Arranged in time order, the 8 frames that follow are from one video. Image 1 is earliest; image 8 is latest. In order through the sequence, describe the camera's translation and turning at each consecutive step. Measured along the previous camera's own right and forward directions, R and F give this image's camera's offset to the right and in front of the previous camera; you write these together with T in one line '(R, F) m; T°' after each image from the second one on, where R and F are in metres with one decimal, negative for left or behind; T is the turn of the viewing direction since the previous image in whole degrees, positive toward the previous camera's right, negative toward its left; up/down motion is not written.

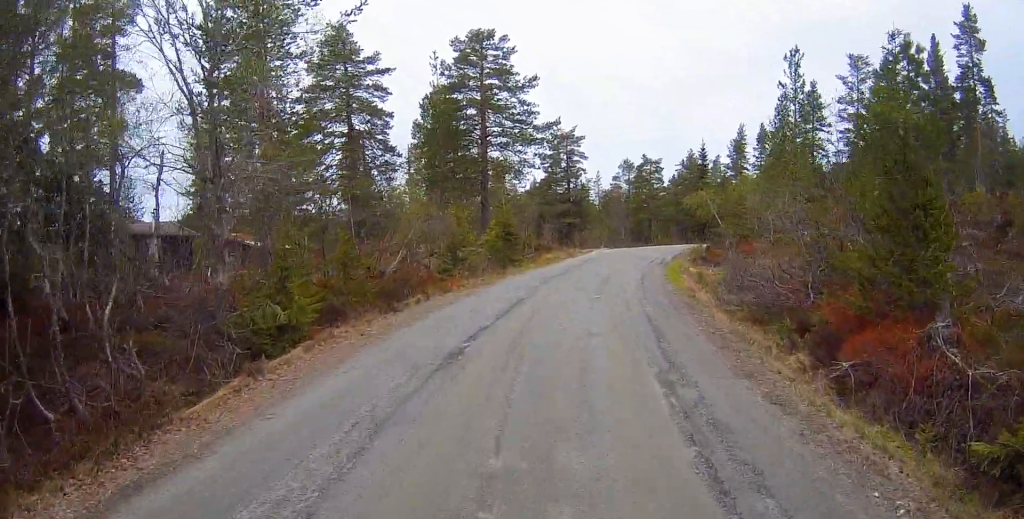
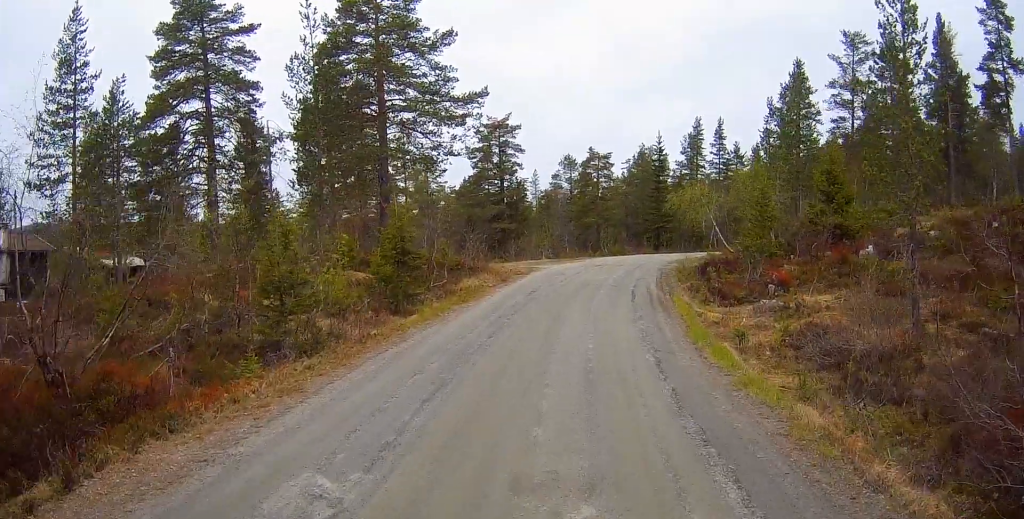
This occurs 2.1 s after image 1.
(+0.4, +10.5) m; +3°
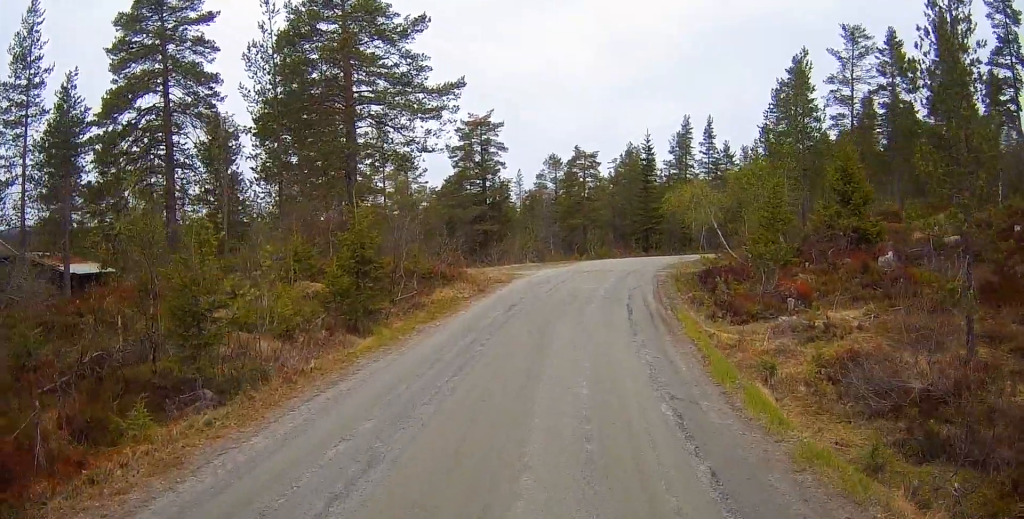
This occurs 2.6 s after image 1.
(-0.1, +2.3) m; 0°
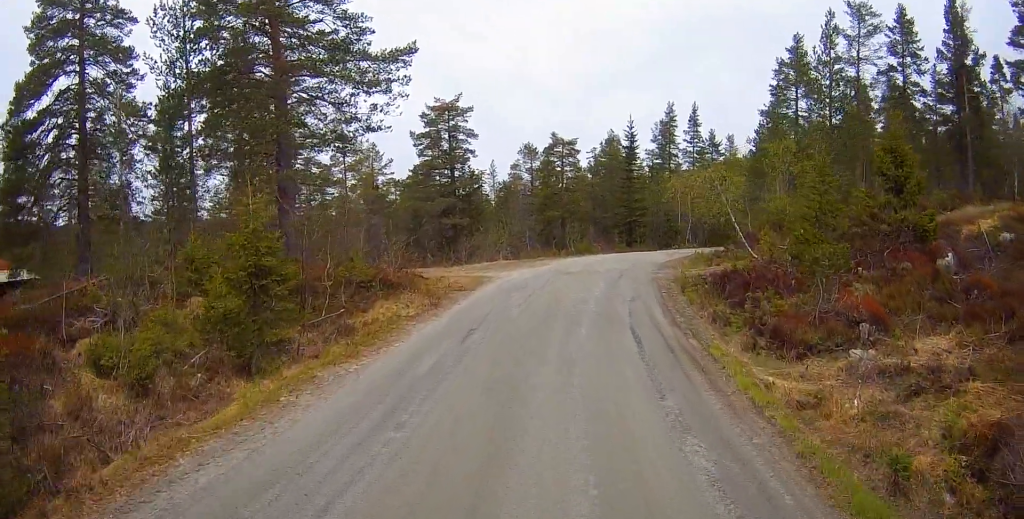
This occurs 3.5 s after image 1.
(+0.2, +4.3) m; +5°
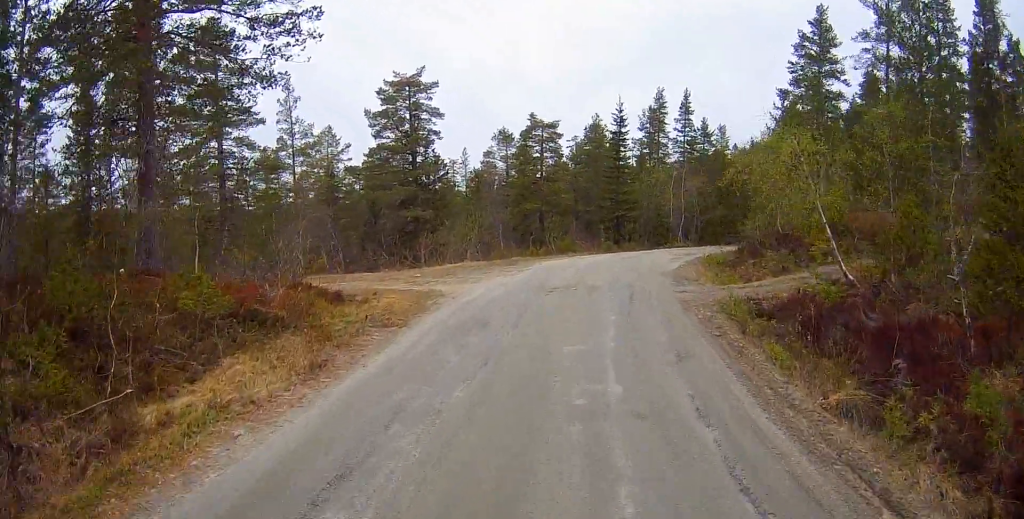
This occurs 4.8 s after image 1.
(+0.4, +6.7) m; +4°
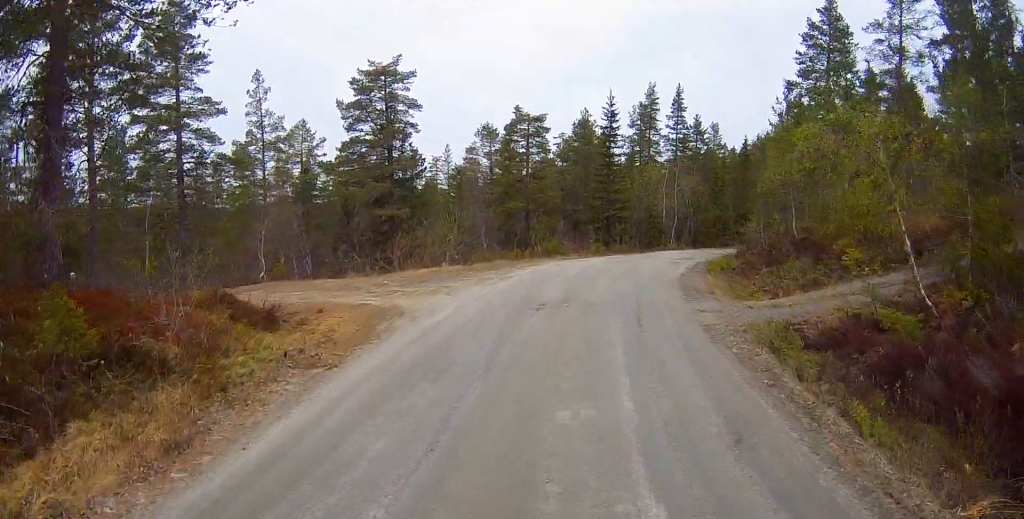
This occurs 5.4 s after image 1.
(+0.1, +3.1) m; 0°
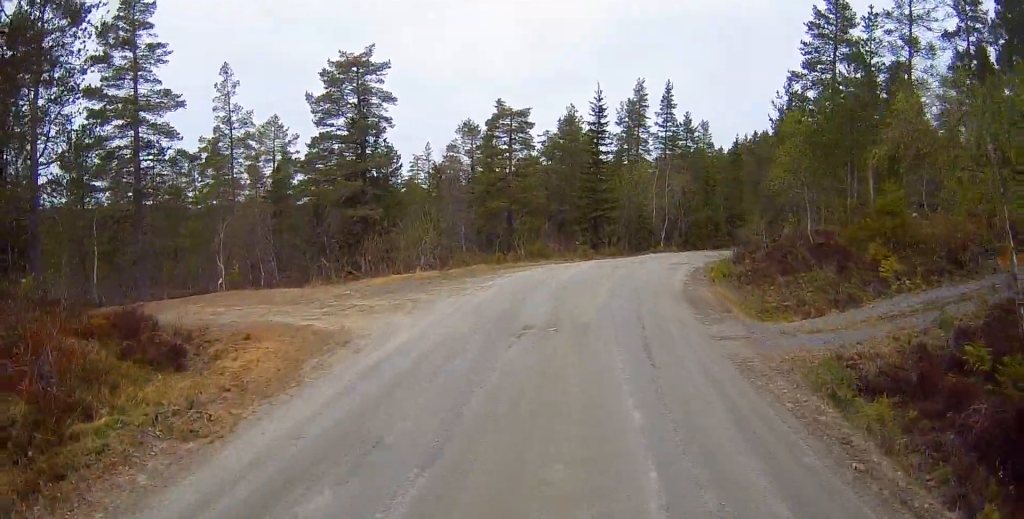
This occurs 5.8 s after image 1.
(0.0, +2.6) m; 0°
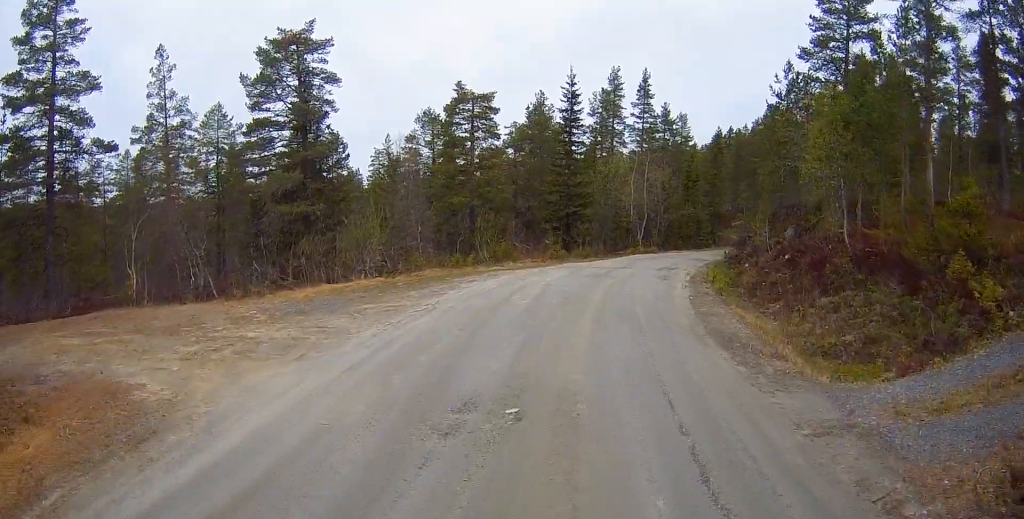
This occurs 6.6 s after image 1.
(-0.2, +4.6) m; +2°
